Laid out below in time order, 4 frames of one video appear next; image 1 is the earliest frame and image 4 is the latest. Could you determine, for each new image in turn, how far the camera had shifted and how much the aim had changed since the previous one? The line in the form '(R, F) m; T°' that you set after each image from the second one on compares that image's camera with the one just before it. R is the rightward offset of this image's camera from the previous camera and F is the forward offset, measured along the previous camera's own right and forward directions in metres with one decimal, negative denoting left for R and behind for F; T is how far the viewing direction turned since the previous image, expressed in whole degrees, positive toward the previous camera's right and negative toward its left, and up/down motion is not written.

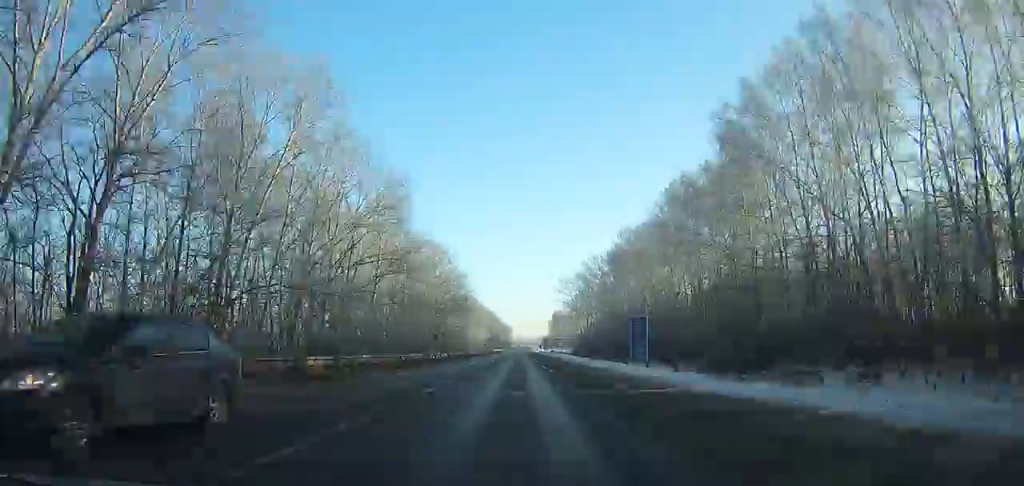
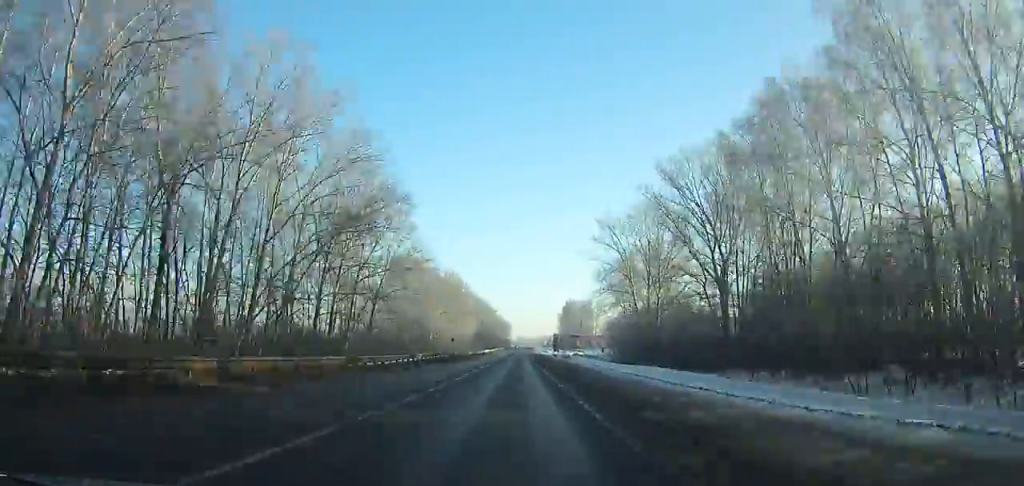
(+0.2, +84.5) m; 0°
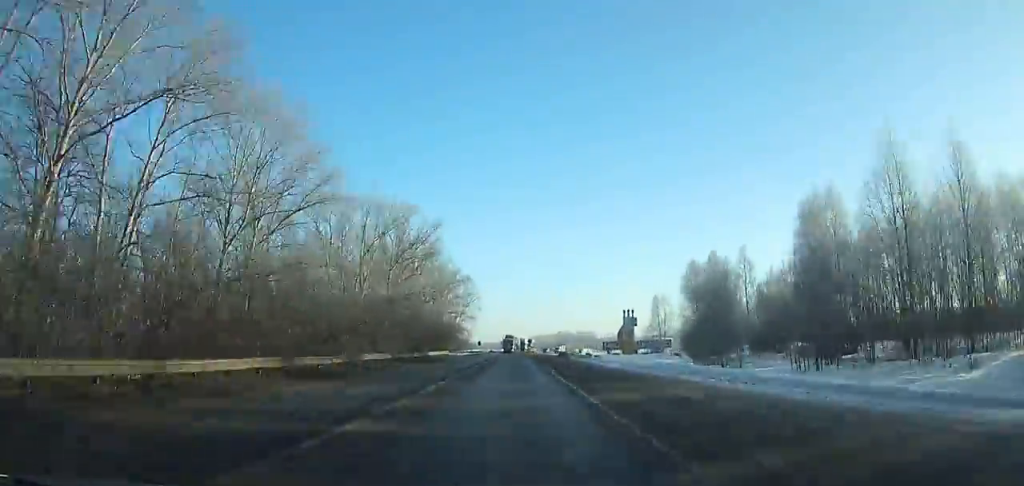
(+1.6, +307.8) m; +2°
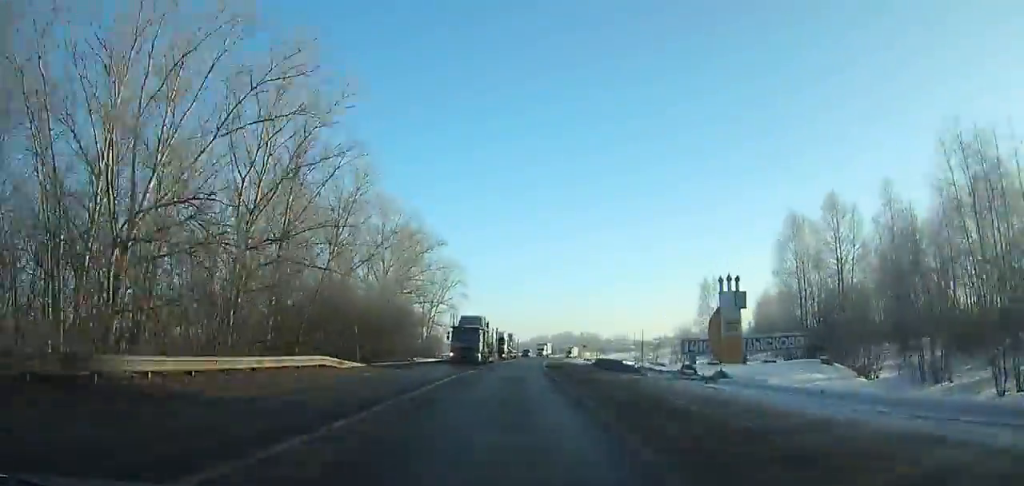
(+0.3, +41.4) m; +2°
